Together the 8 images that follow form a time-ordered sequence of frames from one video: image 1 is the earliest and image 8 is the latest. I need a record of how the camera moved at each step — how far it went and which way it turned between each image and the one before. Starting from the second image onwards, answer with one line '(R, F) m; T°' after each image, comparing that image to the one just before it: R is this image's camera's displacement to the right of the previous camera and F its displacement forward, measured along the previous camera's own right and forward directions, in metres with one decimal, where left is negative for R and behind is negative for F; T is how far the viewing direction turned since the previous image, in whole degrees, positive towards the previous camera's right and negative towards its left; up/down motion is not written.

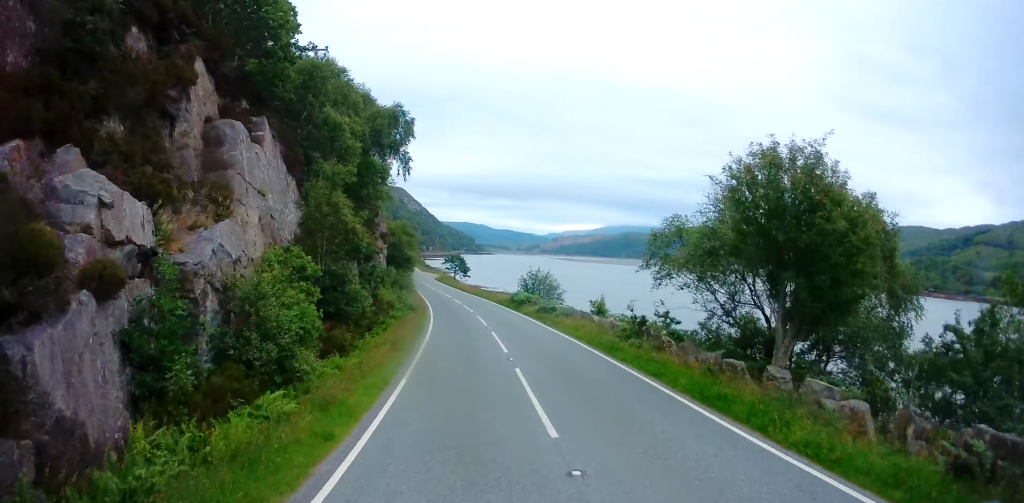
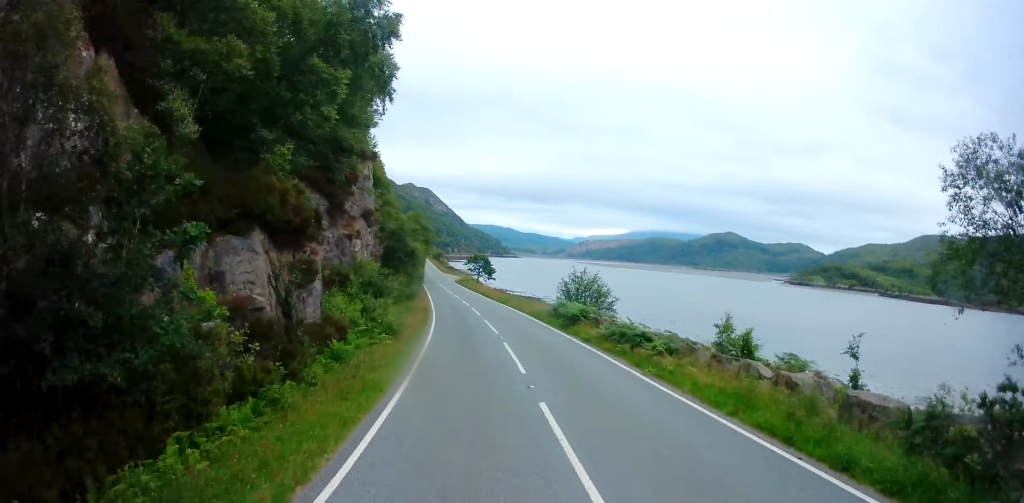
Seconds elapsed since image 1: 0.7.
(-0.6, +12.9) m; -2°
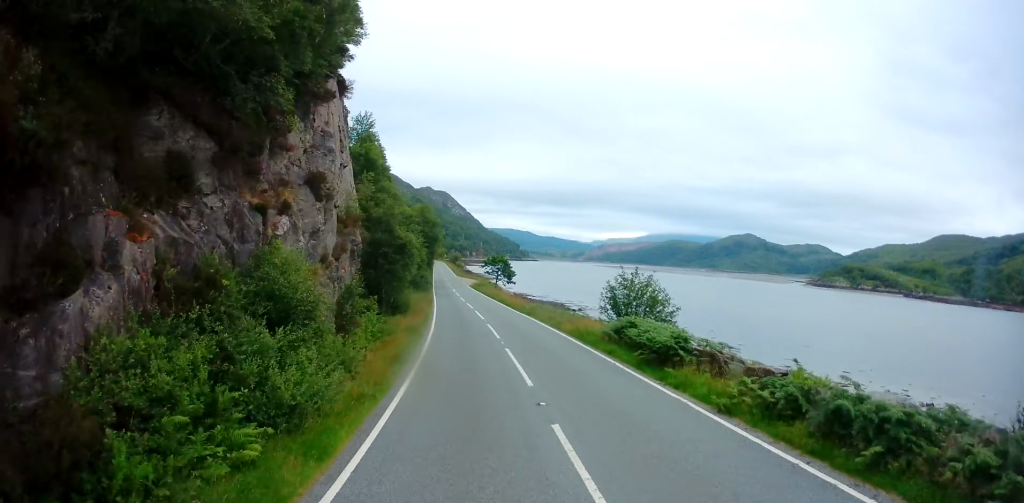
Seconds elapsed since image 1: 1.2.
(-0.3, +10.3) m; -2°
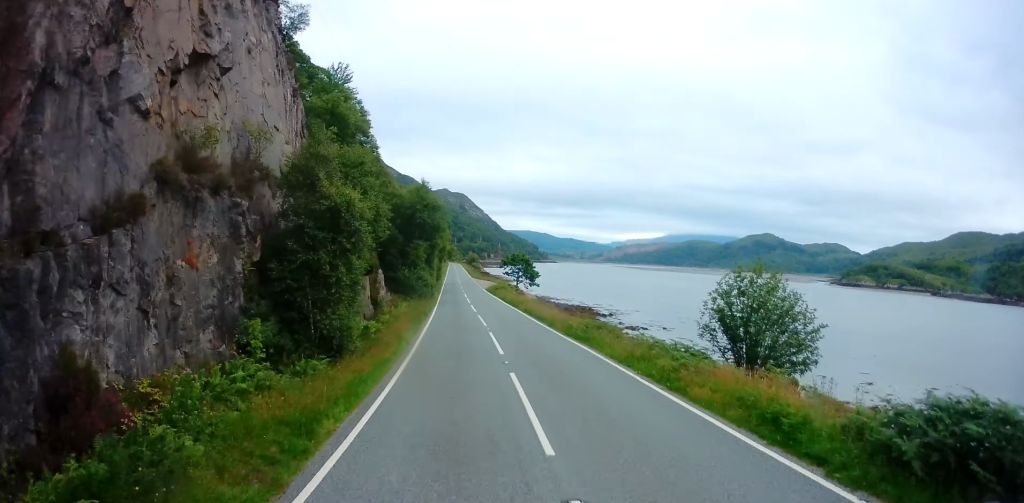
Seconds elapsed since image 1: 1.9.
(0.0, +13.7) m; -1°
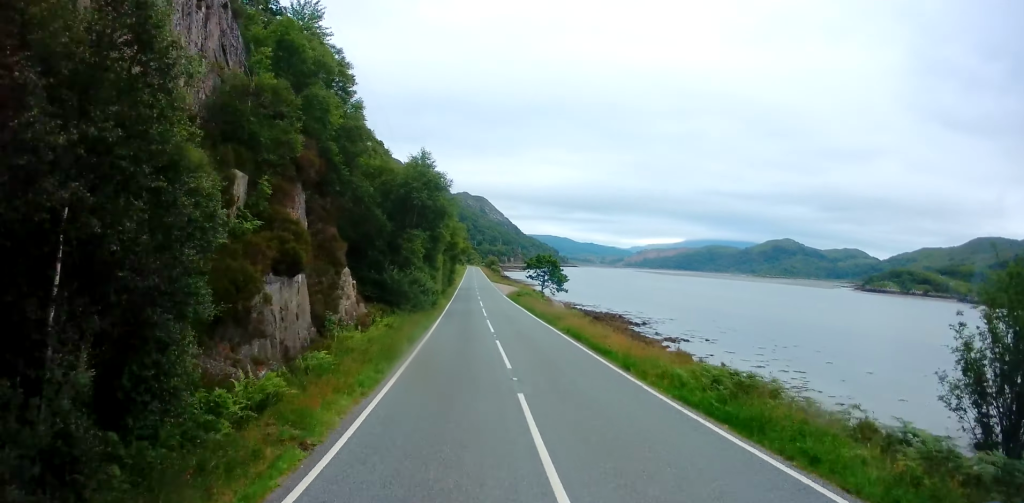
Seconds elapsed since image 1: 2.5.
(-0.2, +11.2) m; -2°
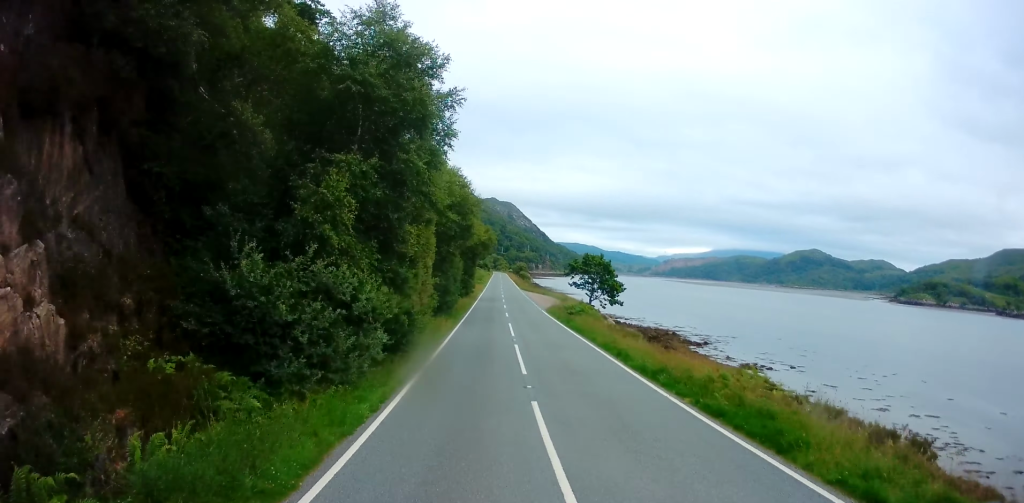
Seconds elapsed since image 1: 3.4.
(-0.5, +18.4) m; -2°
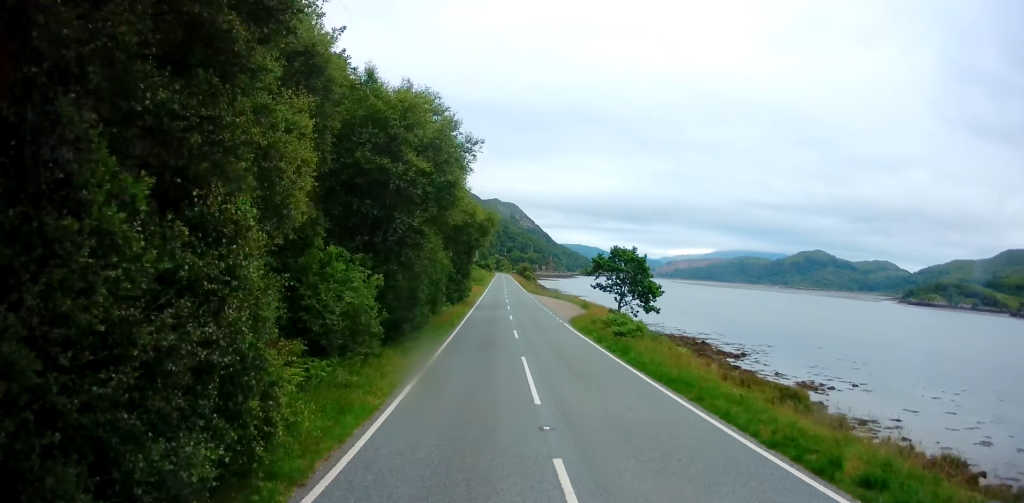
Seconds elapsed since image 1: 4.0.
(-0.3, +12.5) m; 0°
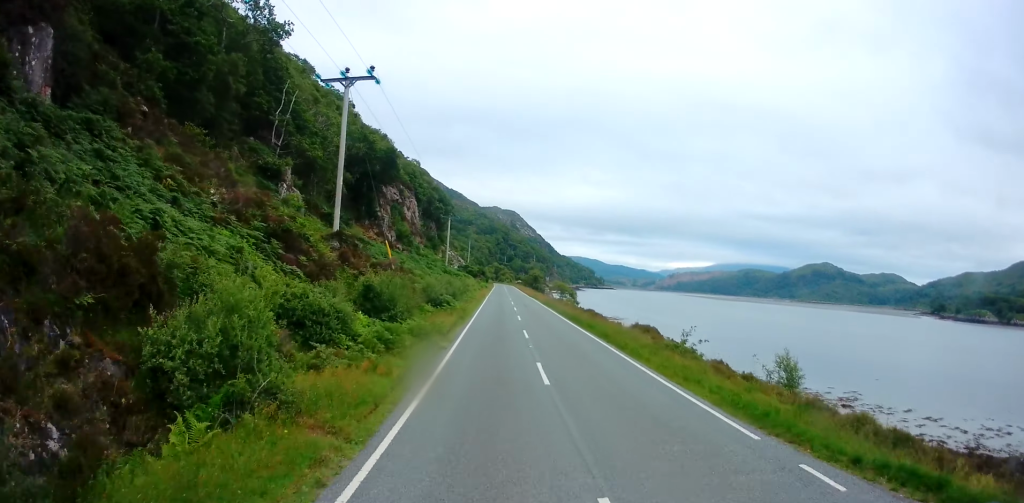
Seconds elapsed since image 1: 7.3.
(-0.8, +64.1) m; -2°
